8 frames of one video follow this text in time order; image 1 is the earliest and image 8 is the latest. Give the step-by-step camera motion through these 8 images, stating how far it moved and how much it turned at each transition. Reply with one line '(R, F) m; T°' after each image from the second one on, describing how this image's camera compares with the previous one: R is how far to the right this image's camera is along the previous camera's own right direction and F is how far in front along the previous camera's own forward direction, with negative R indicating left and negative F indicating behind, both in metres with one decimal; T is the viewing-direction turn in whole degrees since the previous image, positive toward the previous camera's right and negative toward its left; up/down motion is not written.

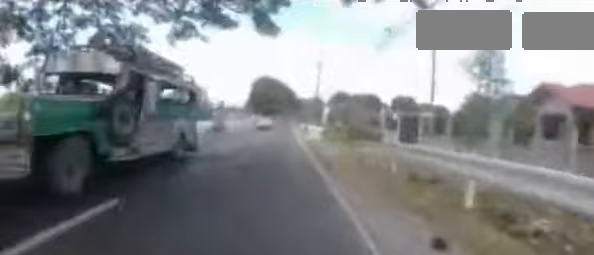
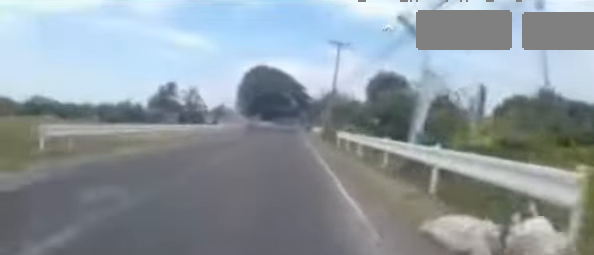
(-0.8, +18.8) m; -4°
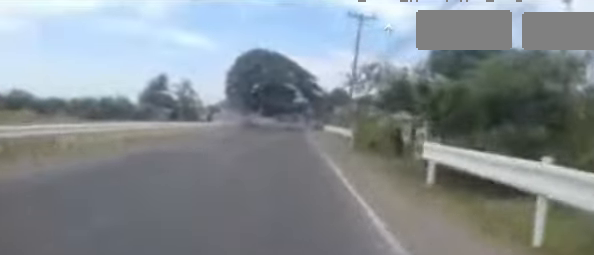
(-0.4, +11.1) m; 0°
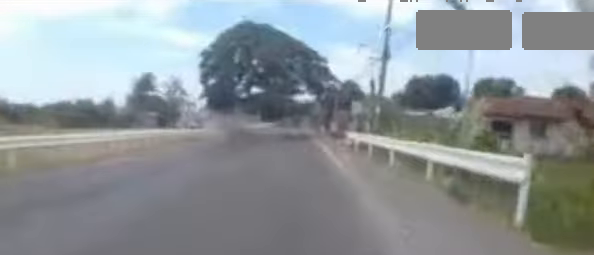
(+0.2, +10.2) m; 0°
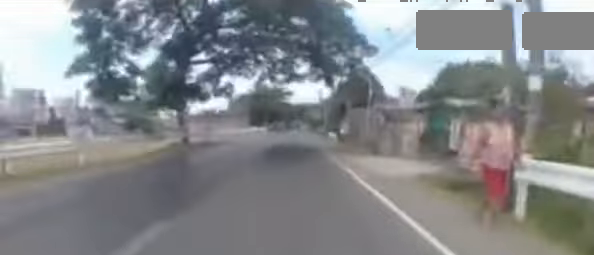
(-0.2, +13.7) m; 0°
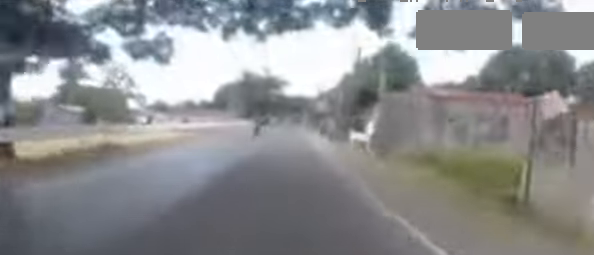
(+0.4, +12.3) m; +2°
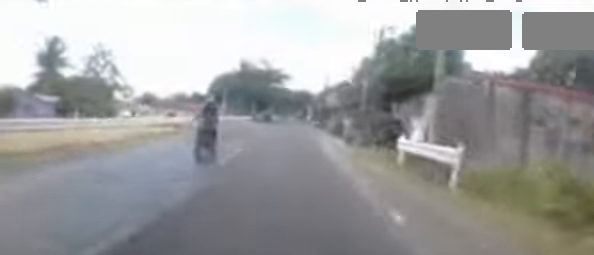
(0.0, +7.0) m; 0°
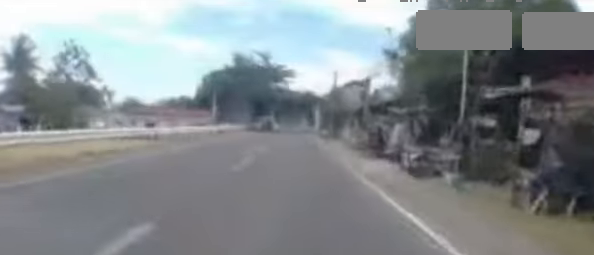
(0.0, +9.0) m; 0°
